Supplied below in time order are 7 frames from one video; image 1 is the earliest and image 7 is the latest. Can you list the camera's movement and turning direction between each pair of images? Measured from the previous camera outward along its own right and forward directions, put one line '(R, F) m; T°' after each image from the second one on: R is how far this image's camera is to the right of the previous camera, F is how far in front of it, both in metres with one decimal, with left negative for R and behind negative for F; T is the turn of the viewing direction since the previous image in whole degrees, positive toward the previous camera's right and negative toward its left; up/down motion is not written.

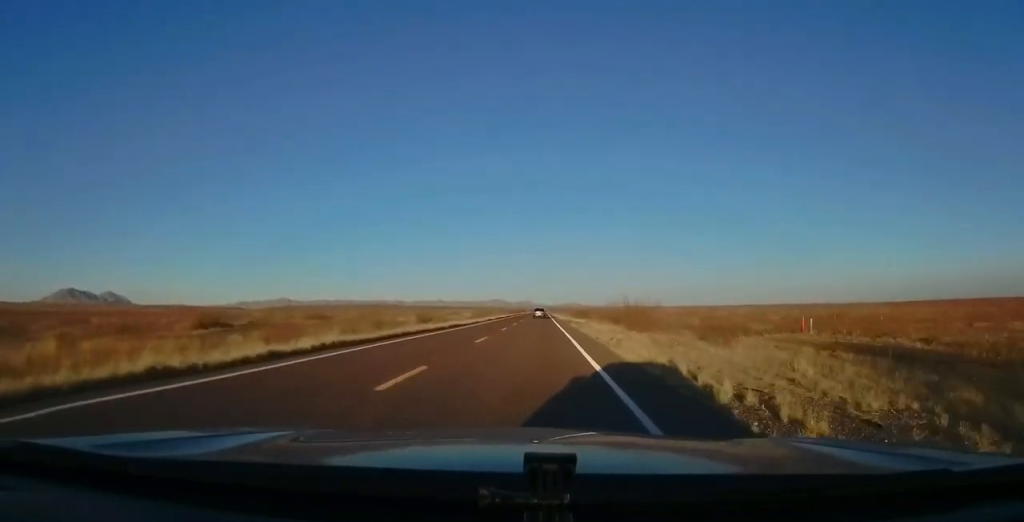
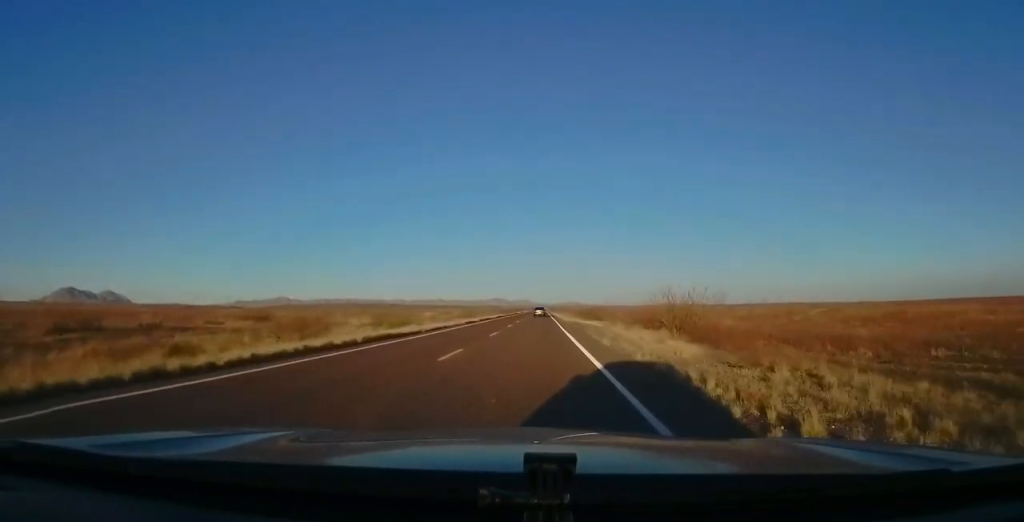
(-0.1, +19.2) m; -1°
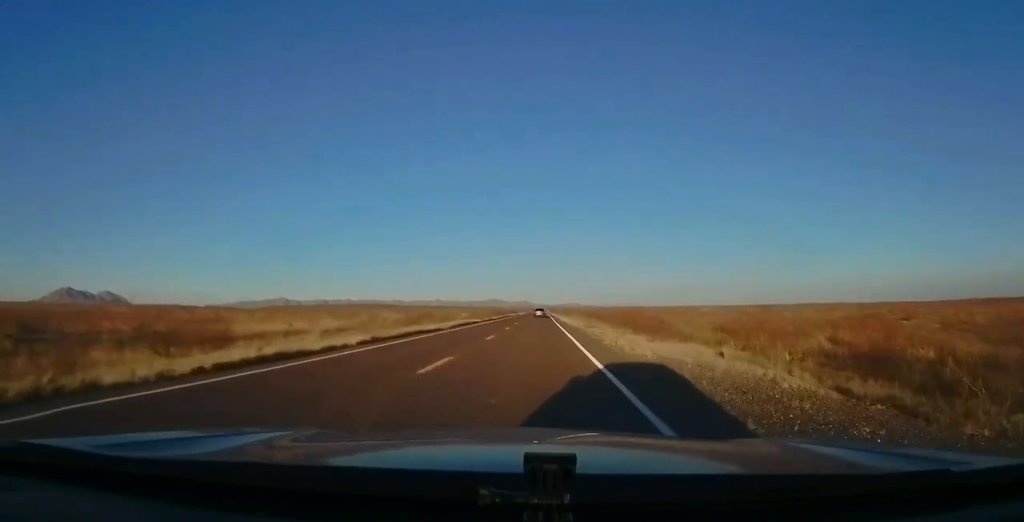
(-0.1, +38.5) m; 0°
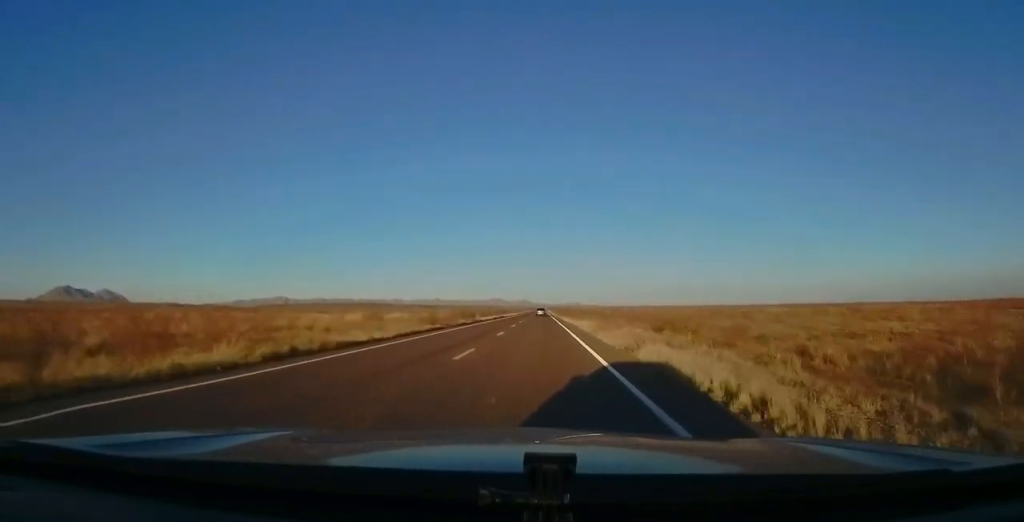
(-0.1, +56.6) m; 0°
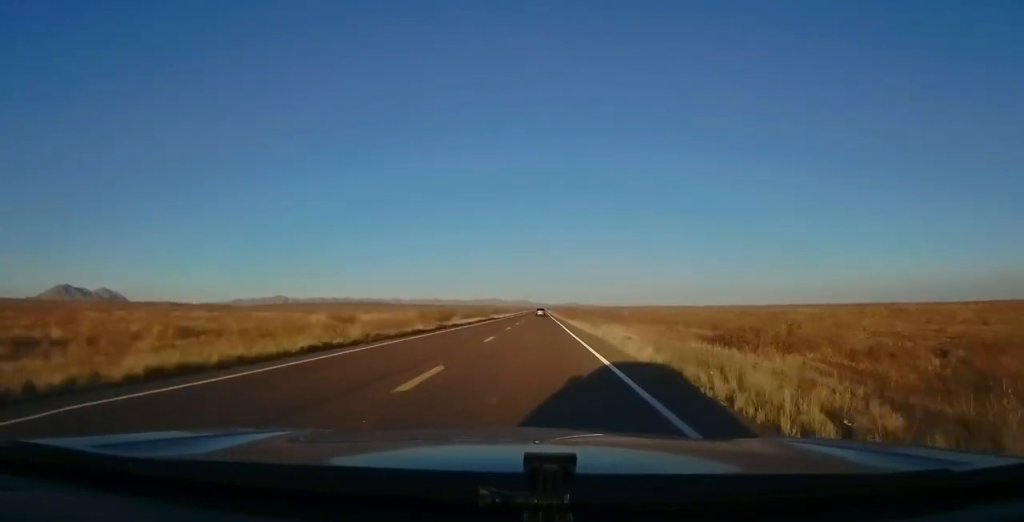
(+0.1, +17.4) m; 0°
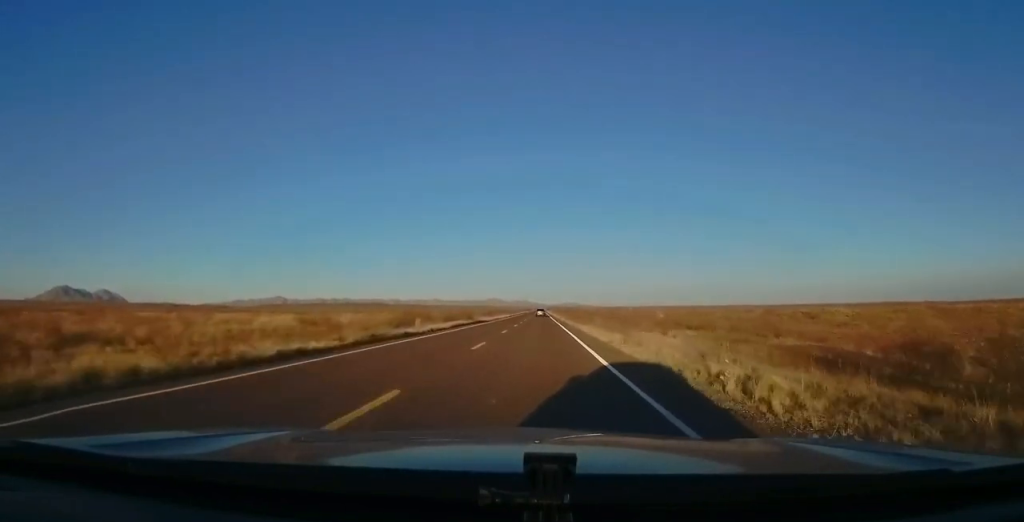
(0.0, +15.4) m; 0°
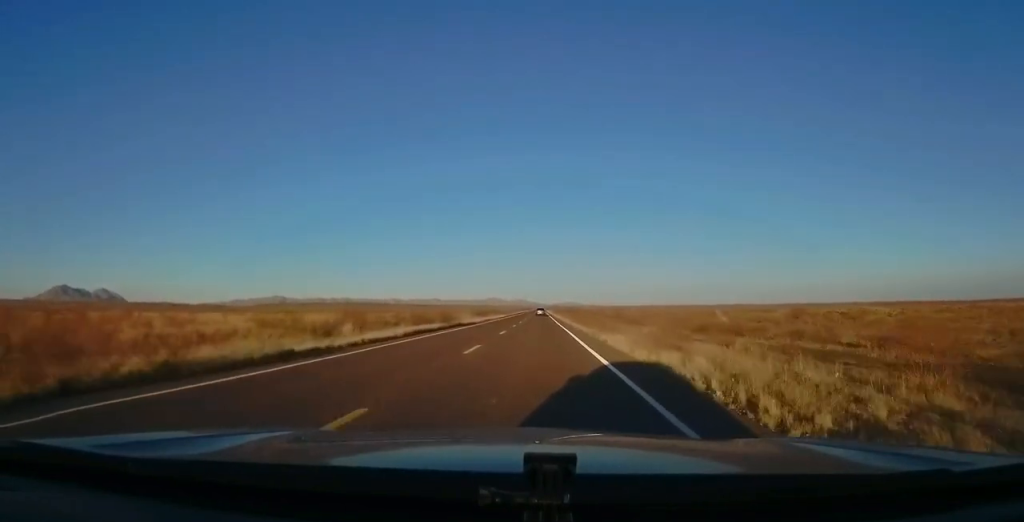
(0.0, +13.5) m; 0°
